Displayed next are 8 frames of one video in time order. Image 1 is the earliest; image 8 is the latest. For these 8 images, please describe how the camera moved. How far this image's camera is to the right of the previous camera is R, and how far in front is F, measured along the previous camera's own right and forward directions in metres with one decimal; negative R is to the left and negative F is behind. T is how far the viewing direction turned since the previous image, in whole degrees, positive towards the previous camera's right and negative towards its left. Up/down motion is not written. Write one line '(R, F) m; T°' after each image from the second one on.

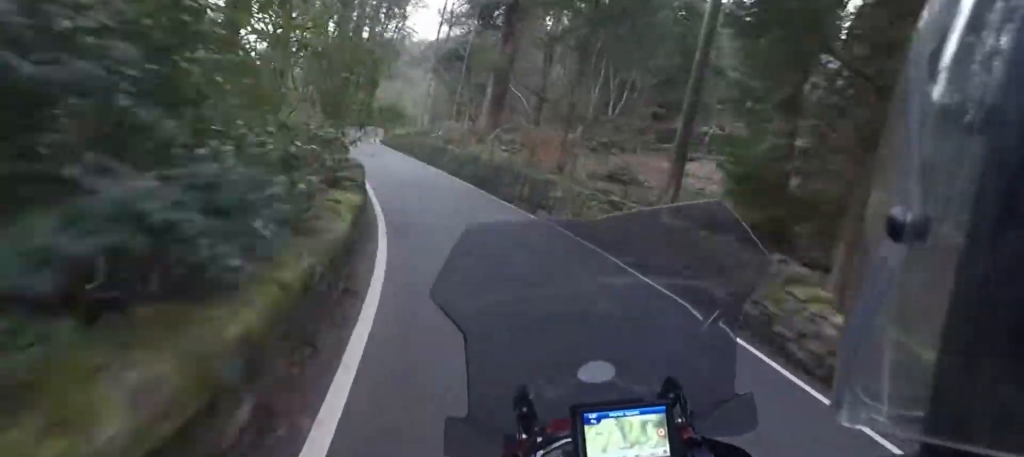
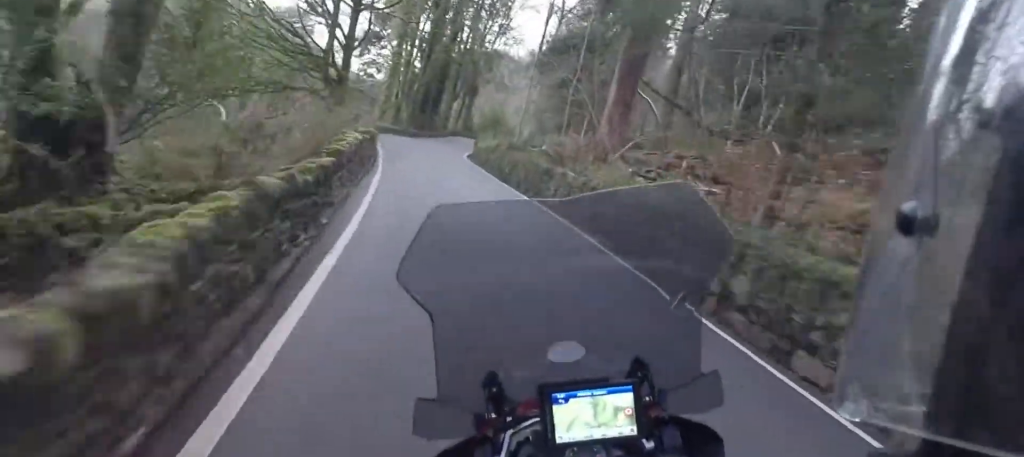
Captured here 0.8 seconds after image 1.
(-0.2, +11.9) m; -7°
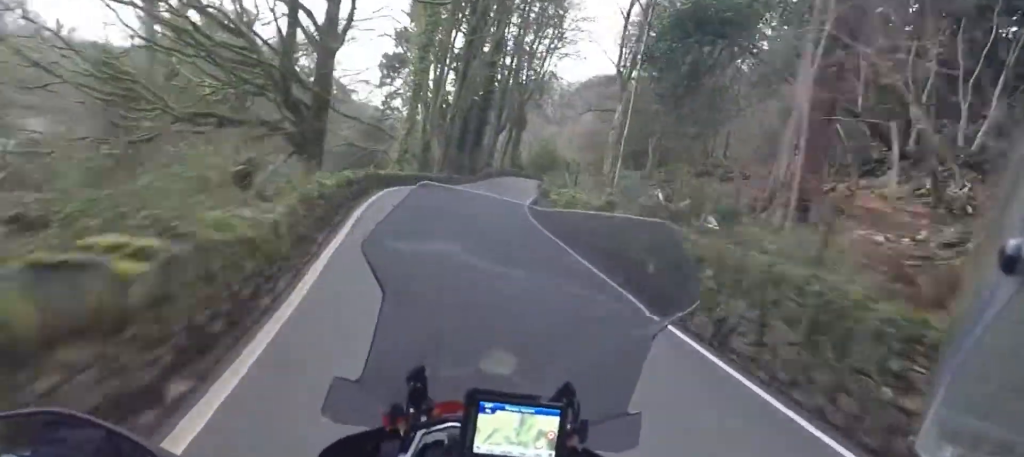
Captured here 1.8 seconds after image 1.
(-1.4, +14.4) m; -6°
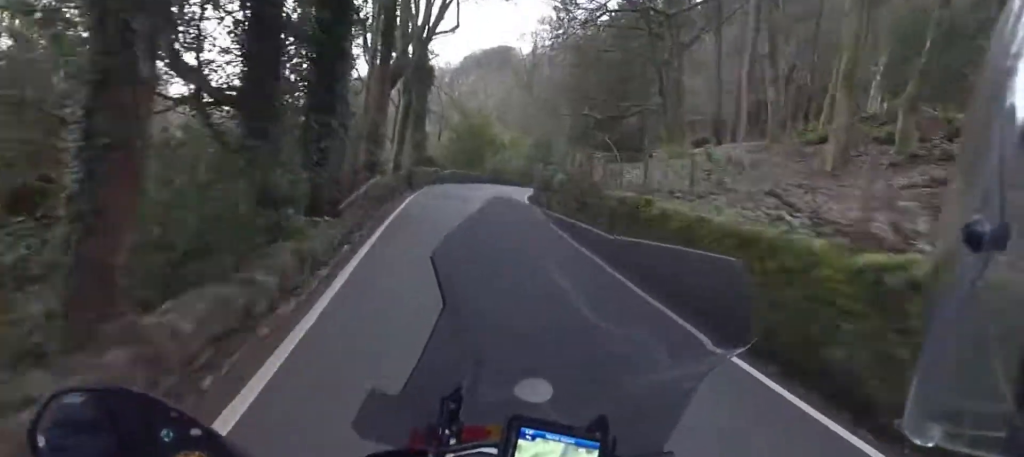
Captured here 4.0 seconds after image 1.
(+2.5, +35.2) m; +10°
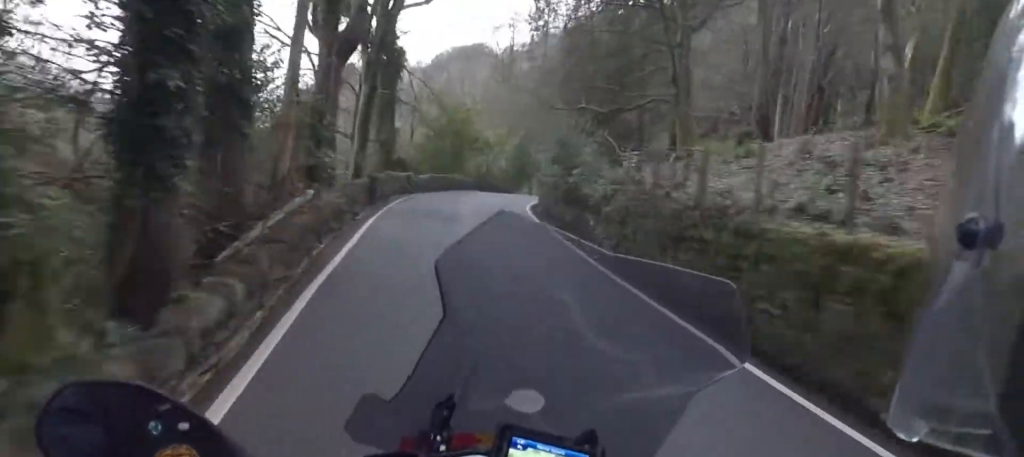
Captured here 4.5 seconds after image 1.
(0.0, +7.6) m; +4°
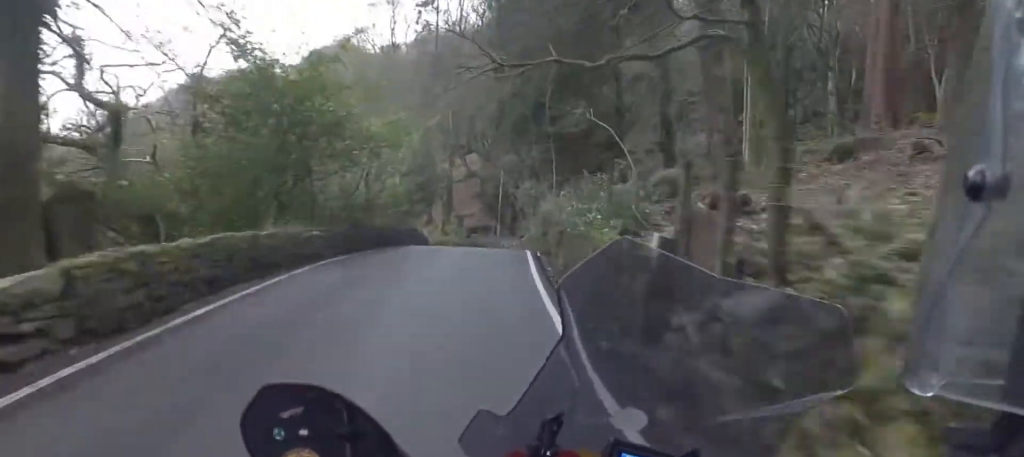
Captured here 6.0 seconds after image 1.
(+2.7, +21.5) m; +10°
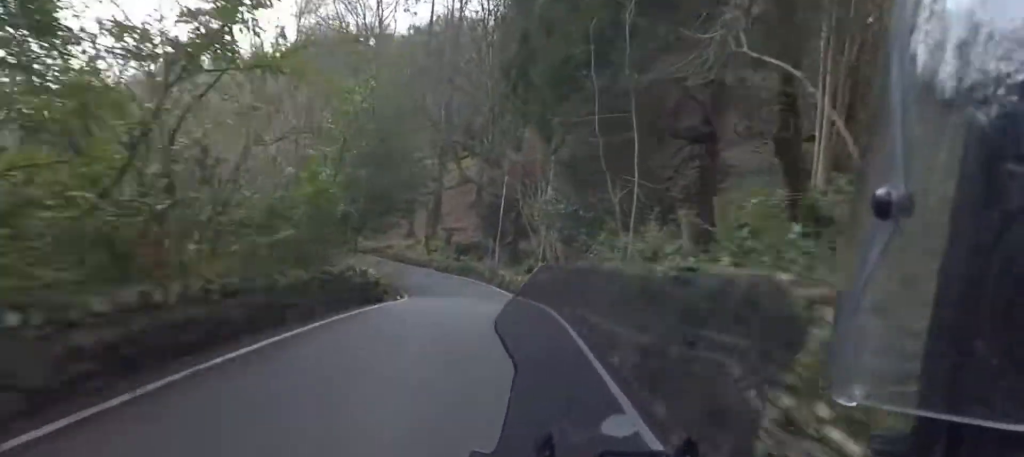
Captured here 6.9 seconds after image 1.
(-0.8, +13.2) m; -4°
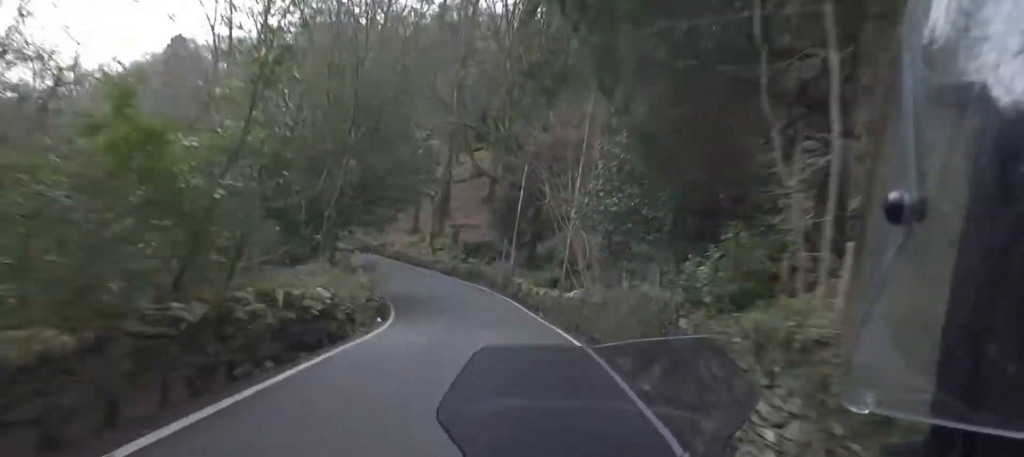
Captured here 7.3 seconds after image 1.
(-0.1, +6.6) m; -3°
